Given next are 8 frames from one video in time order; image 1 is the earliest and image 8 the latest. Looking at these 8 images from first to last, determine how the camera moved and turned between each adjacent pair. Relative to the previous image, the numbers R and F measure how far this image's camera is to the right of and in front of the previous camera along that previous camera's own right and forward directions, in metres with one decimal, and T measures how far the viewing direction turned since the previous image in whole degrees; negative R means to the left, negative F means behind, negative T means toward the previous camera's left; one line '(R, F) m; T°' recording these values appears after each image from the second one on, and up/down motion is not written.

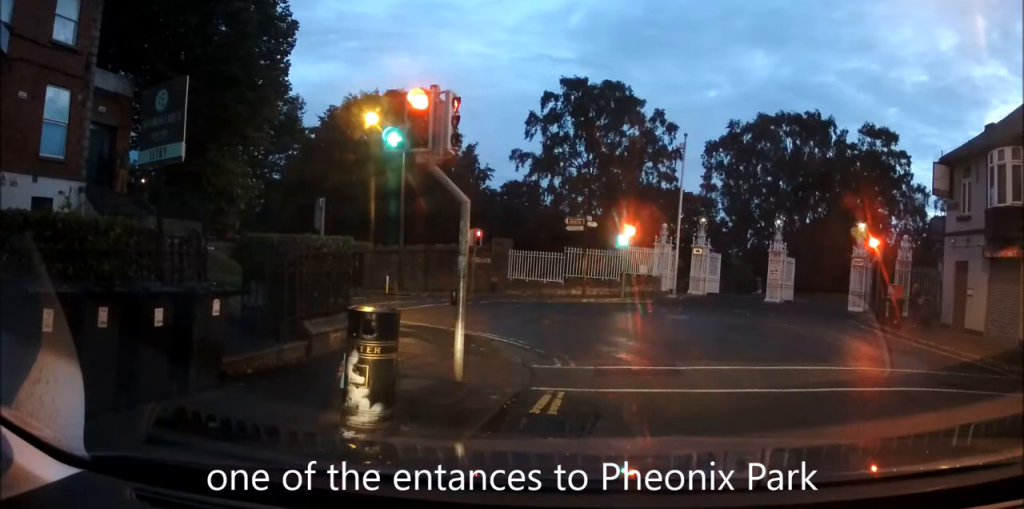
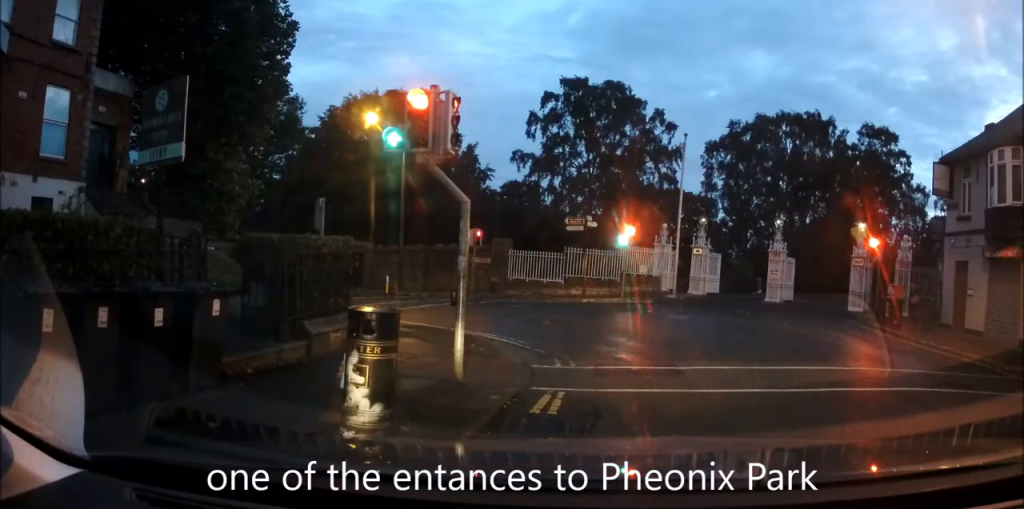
(0.0, 0.0) m; 0°
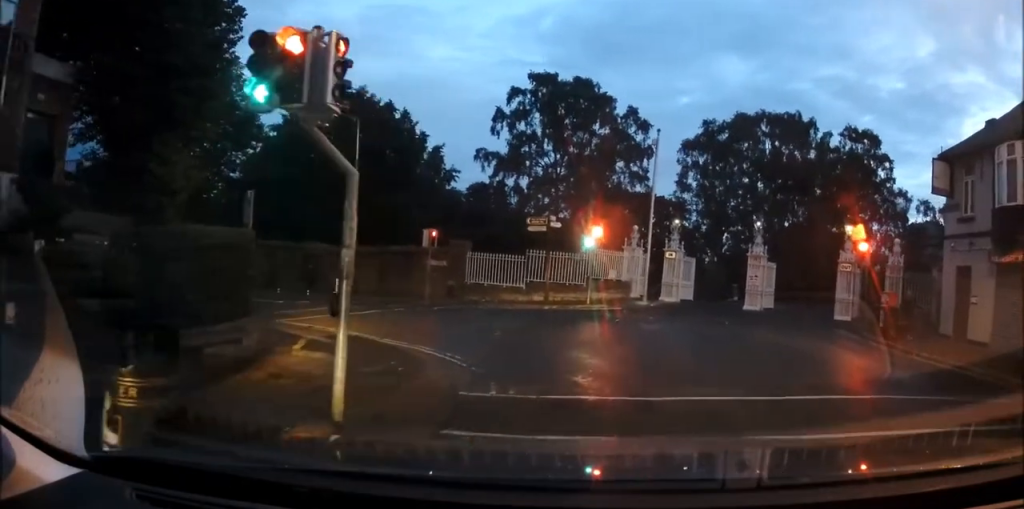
(-0.3, +3.5) m; -3°
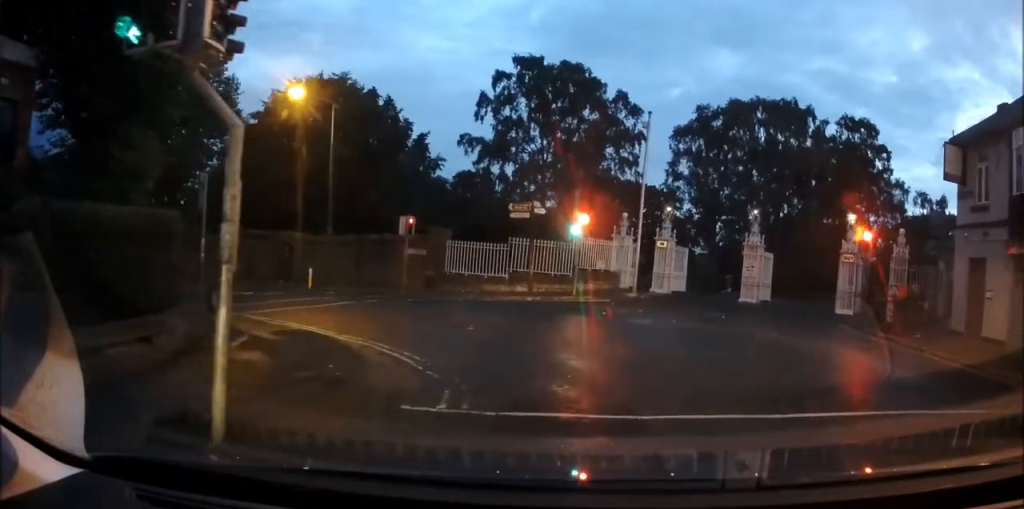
(0.0, +1.6) m; -2°
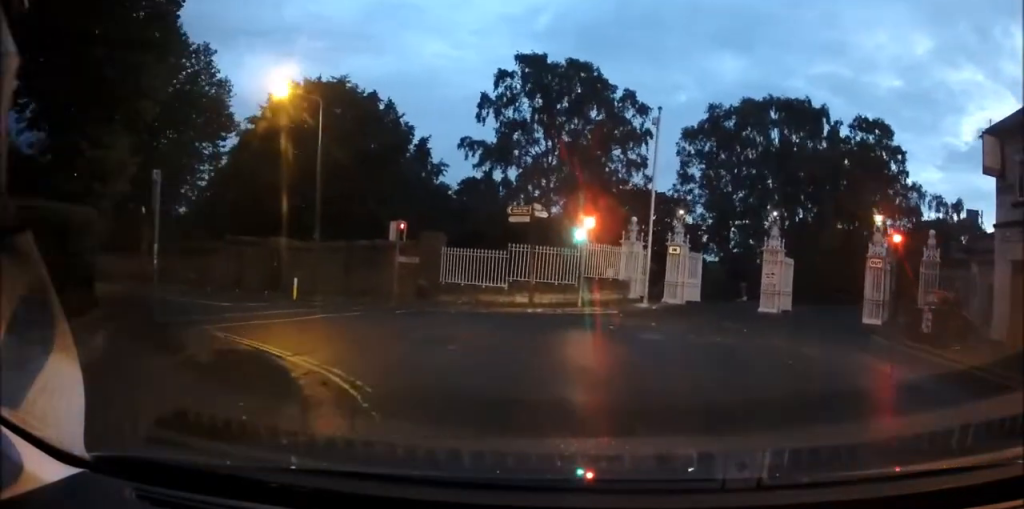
(+0.1, +2.0) m; -3°
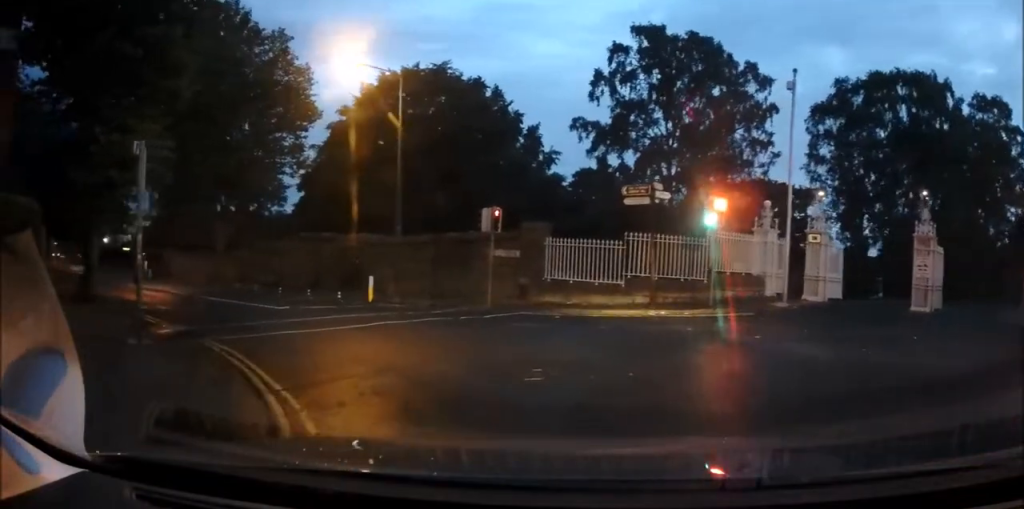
(-0.3, +3.4) m; -15°
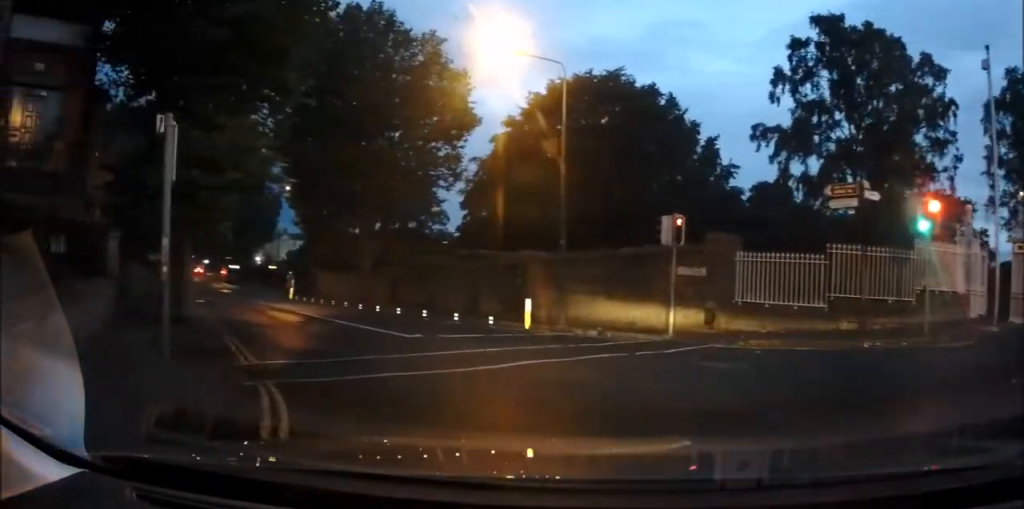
(-0.5, +2.9) m; -19°
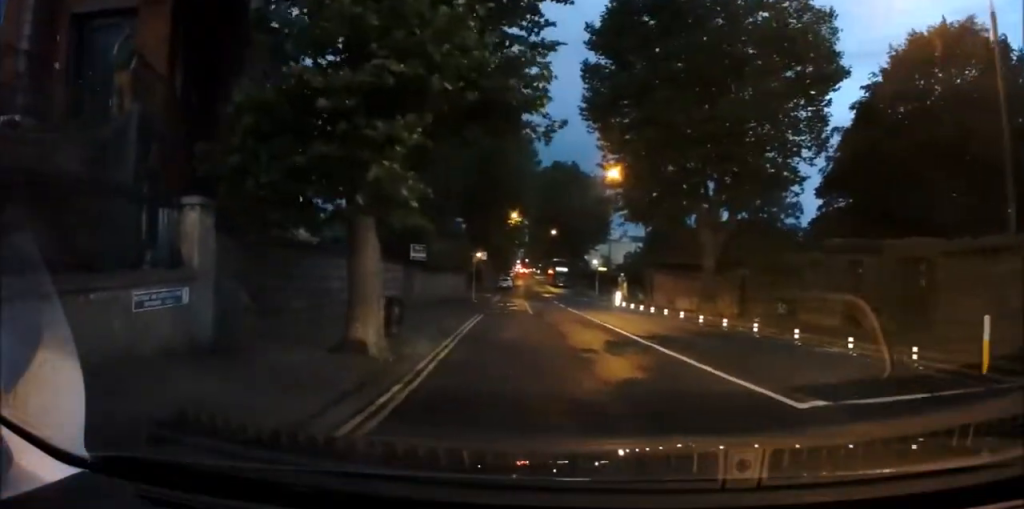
(-2.4, +7.3) m; -26°
